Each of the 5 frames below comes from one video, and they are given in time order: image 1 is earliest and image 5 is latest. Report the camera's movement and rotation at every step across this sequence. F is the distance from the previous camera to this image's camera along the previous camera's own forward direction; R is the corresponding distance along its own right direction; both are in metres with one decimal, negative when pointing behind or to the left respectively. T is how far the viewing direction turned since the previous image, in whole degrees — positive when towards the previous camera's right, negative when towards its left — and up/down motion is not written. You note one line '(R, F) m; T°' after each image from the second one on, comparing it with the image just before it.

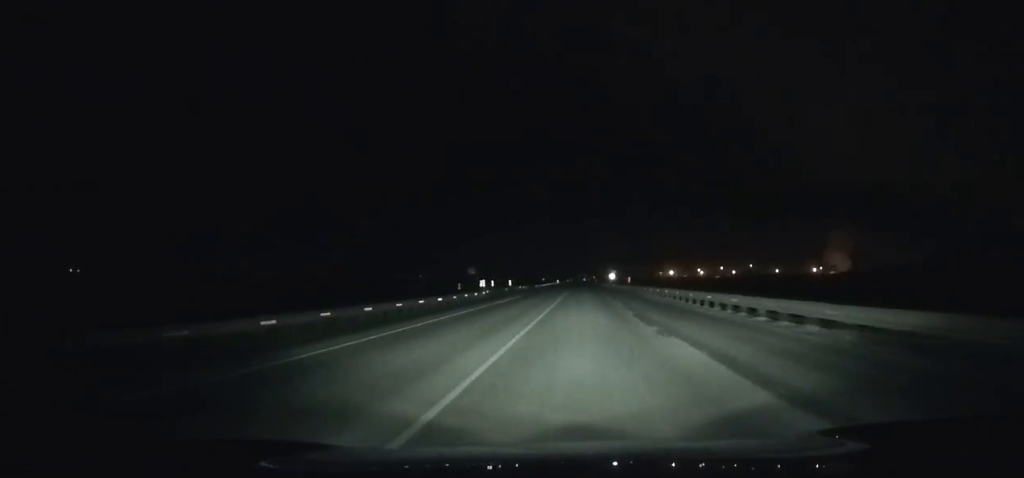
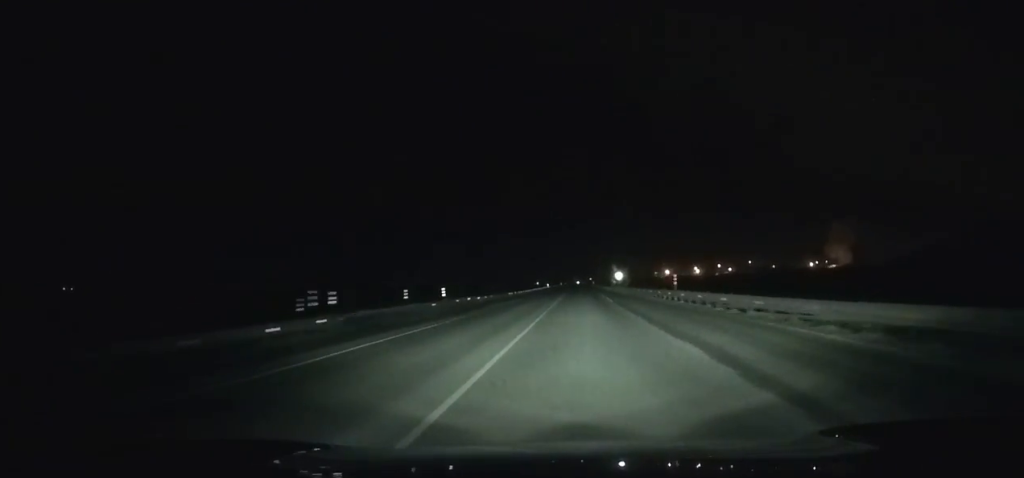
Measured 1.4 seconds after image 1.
(-0.3, +34.9) m; 0°
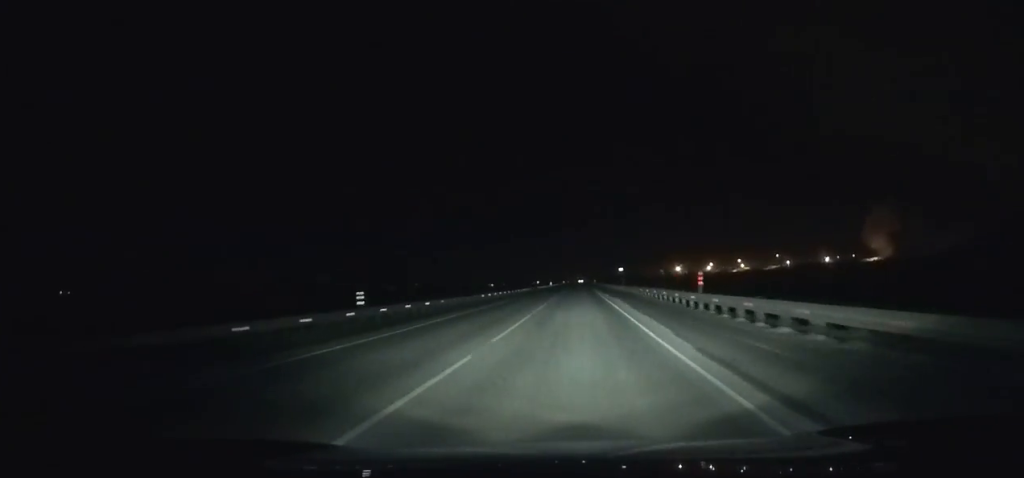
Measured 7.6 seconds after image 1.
(+1.6, +159.0) m; +1°
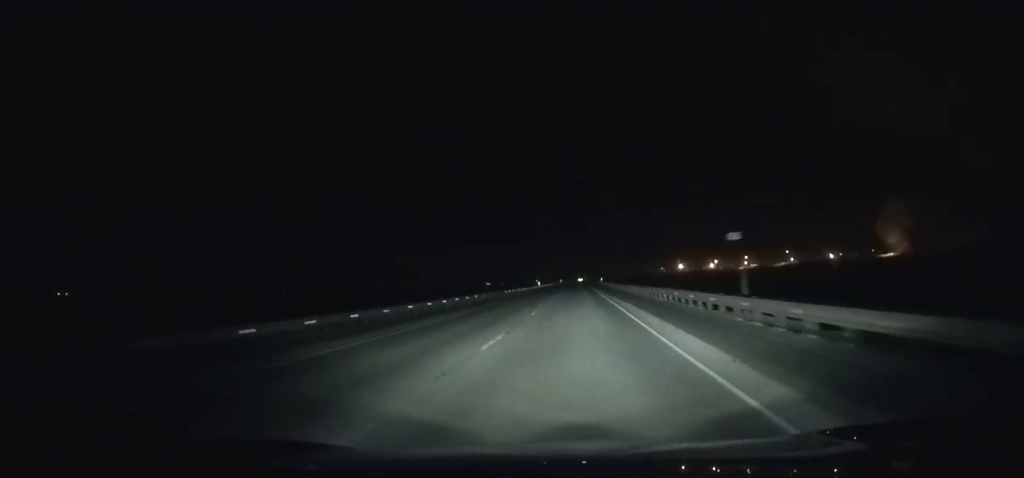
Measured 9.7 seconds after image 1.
(-0.2, +55.4) m; 0°
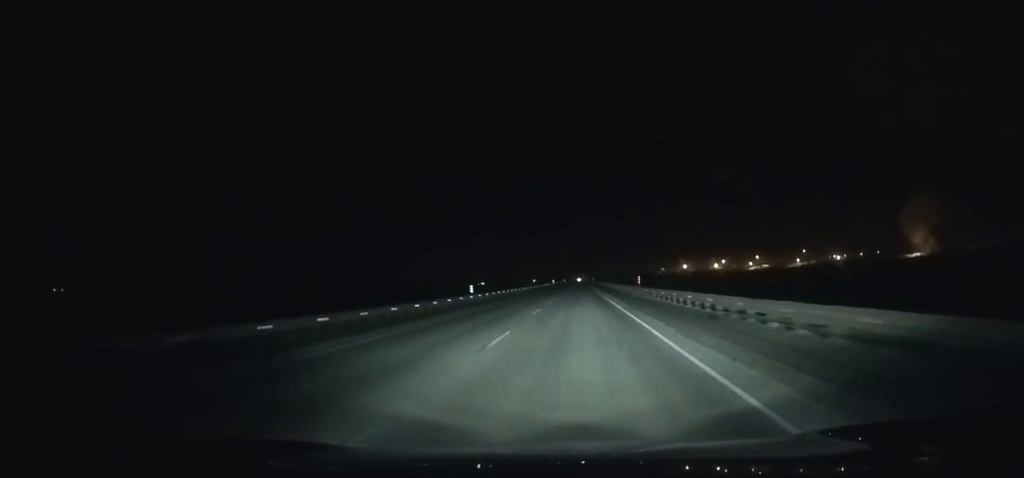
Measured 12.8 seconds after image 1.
(-0.5, +82.7) m; 0°
